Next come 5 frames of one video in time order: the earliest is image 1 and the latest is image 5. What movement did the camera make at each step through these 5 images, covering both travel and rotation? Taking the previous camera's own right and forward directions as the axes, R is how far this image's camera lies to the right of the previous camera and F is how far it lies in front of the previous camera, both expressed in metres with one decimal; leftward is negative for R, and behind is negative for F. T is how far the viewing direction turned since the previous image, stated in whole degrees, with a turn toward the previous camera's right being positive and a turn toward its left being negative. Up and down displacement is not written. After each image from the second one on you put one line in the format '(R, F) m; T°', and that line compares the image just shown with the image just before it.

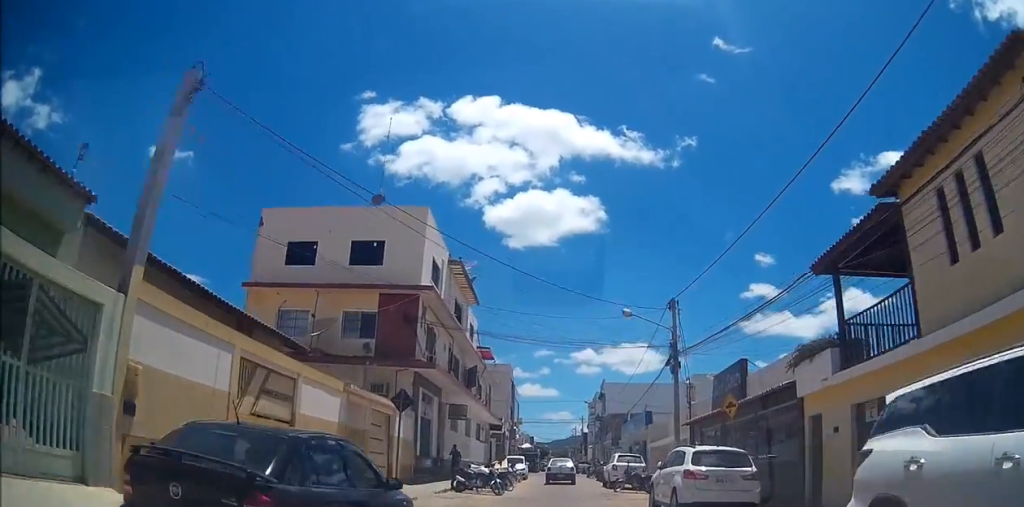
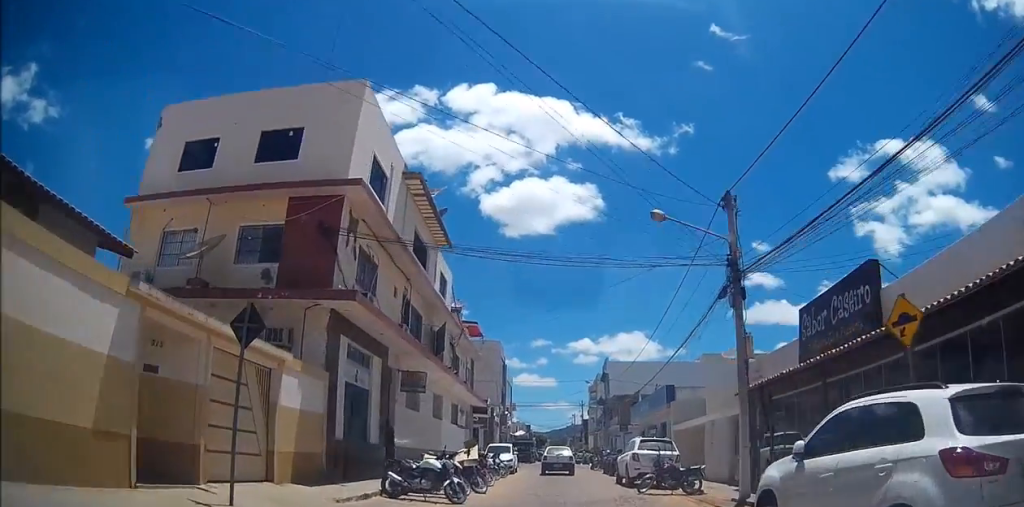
(+0.2, +10.5) m; +2°
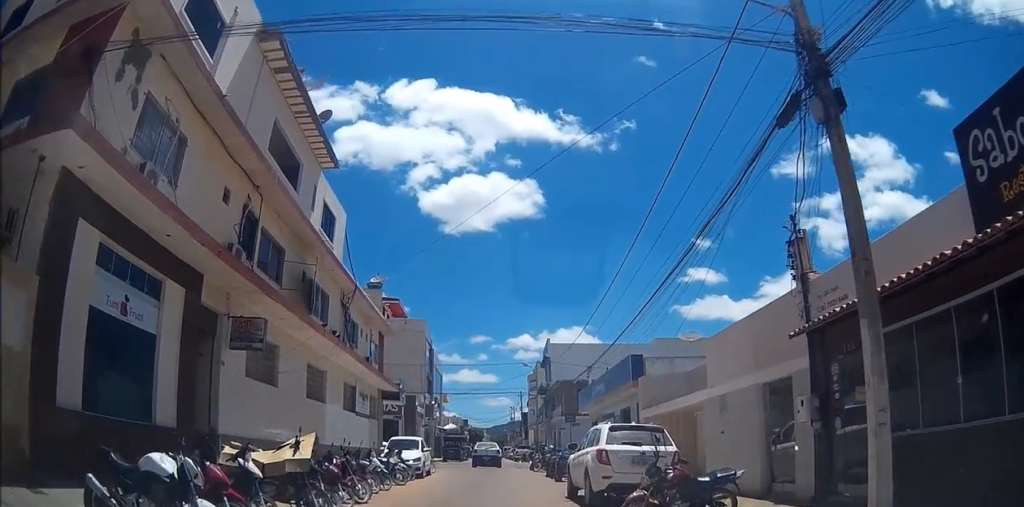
(+1.0, +15.9) m; +15°
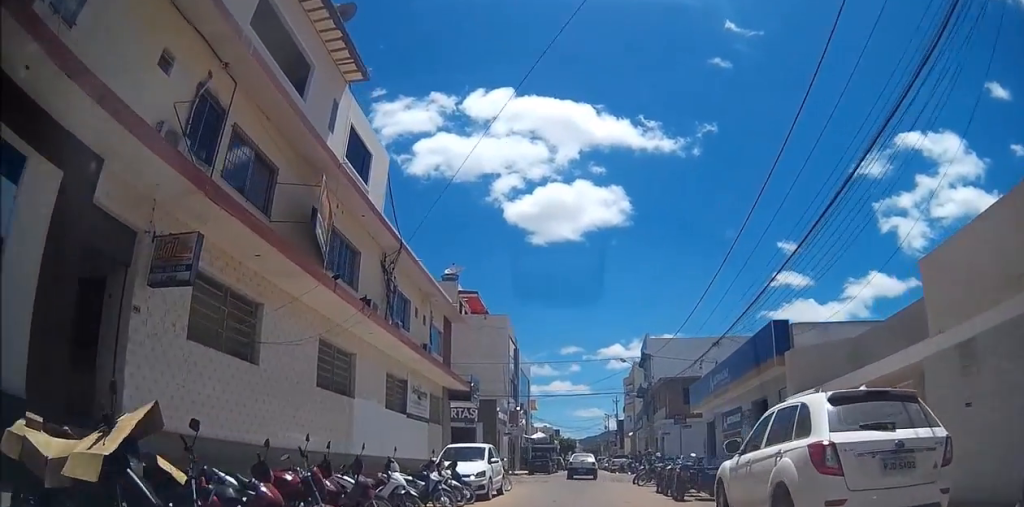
(-0.3, +4.3) m; -11°
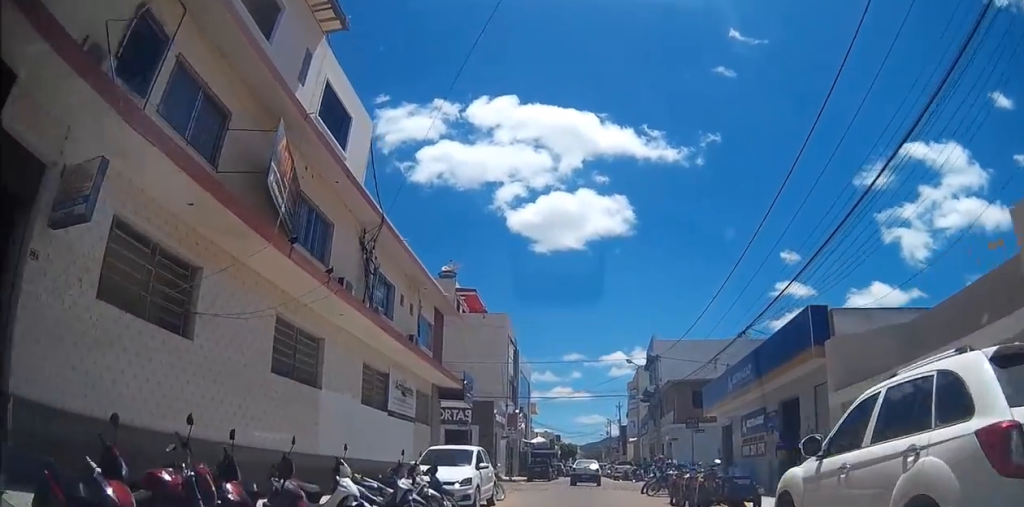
(0.0, +1.3) m; +1°
